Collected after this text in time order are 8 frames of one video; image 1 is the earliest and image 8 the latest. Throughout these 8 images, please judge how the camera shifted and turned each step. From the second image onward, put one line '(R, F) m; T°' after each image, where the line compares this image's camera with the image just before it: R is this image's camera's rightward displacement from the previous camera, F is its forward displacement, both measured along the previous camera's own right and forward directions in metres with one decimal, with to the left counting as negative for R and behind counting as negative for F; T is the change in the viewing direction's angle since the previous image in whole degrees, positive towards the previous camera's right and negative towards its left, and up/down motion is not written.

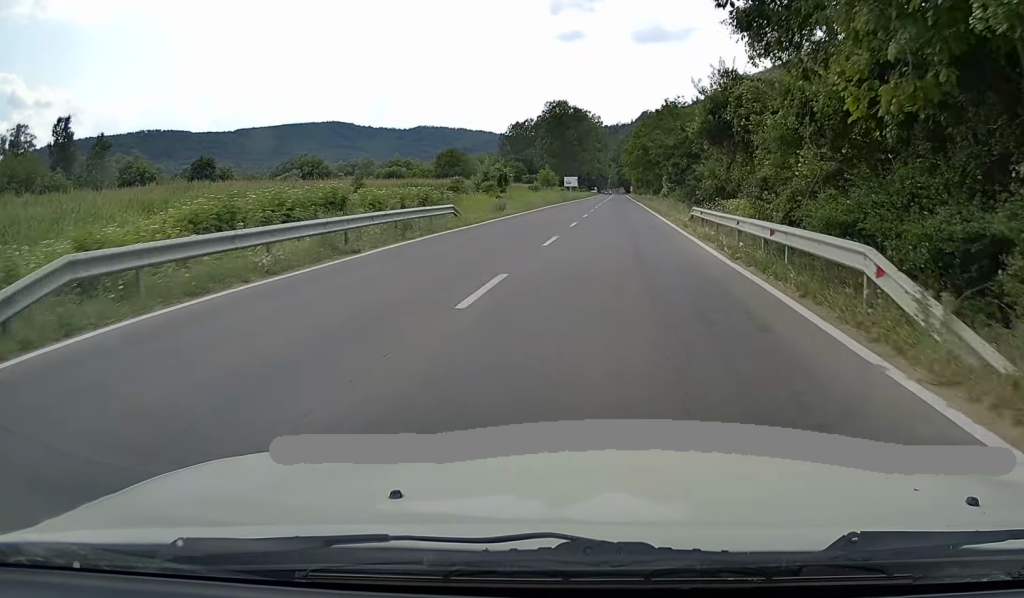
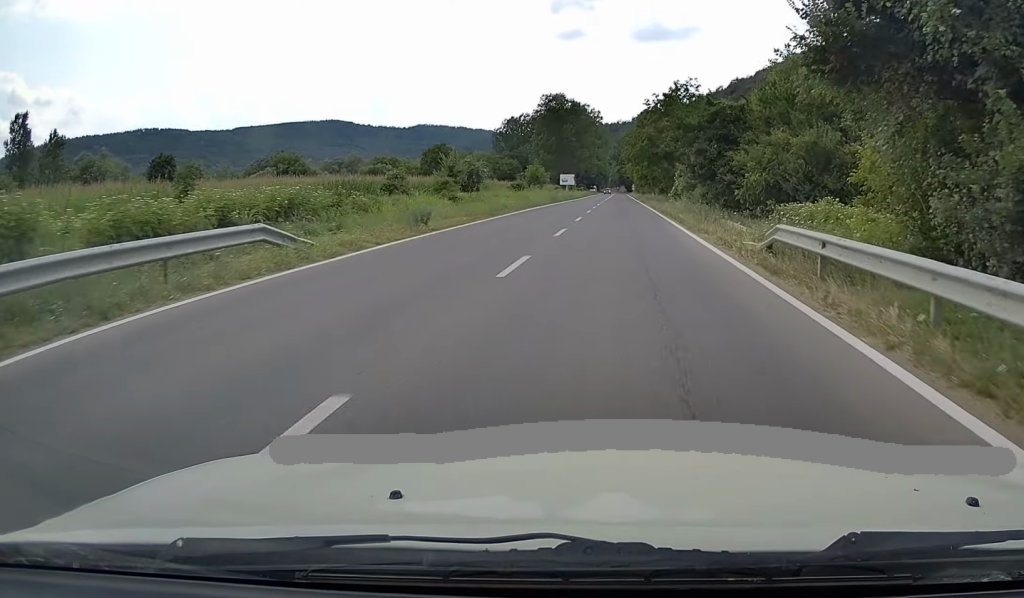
(-0.1, +15.4) m; 0°
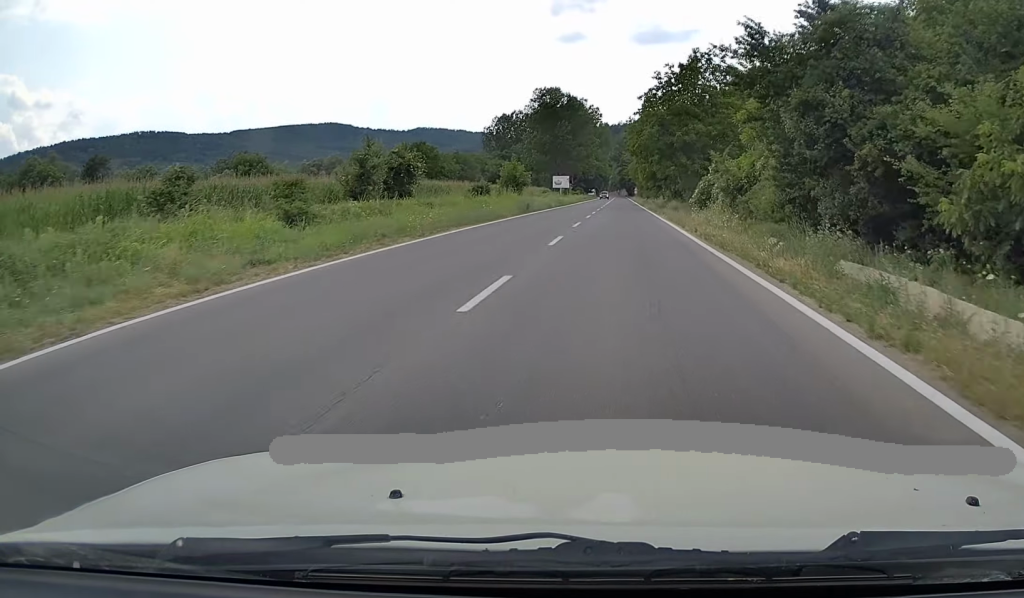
(0.0, +20.5) m; 0°
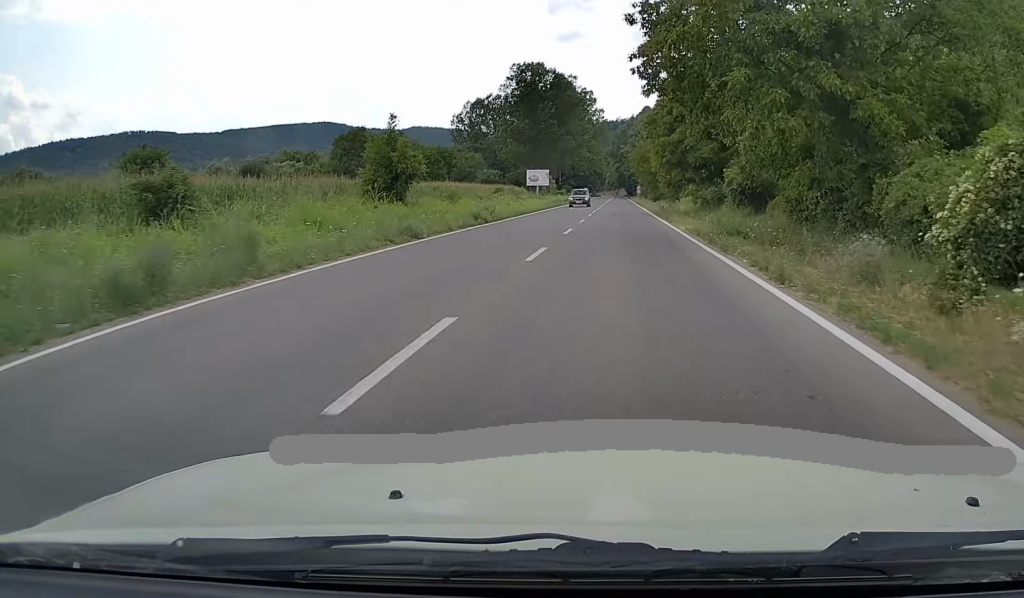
(-0.4, +39.6) m; 0°
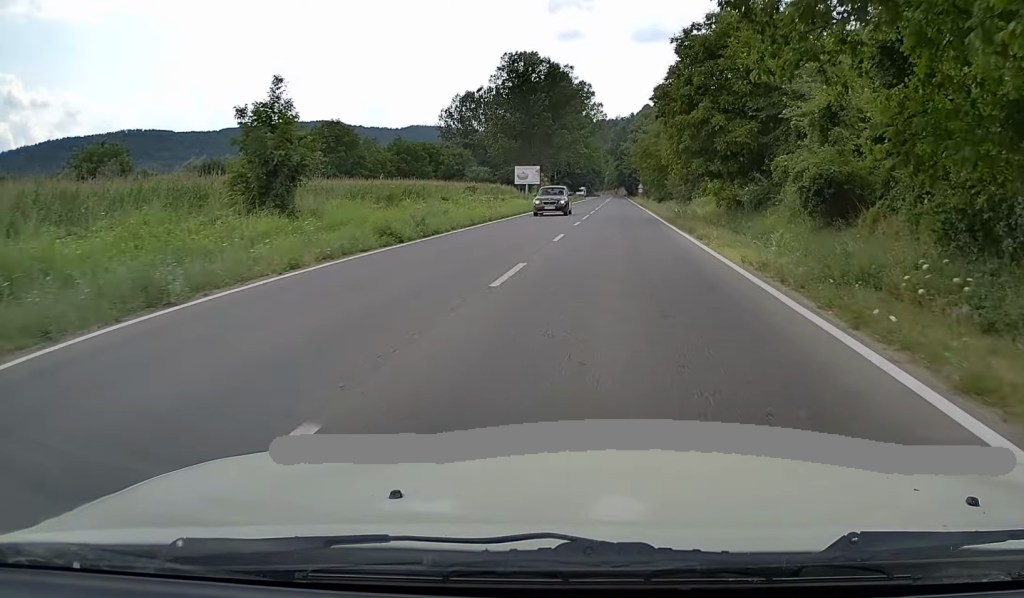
(+0.2, +12.4) m; +1°
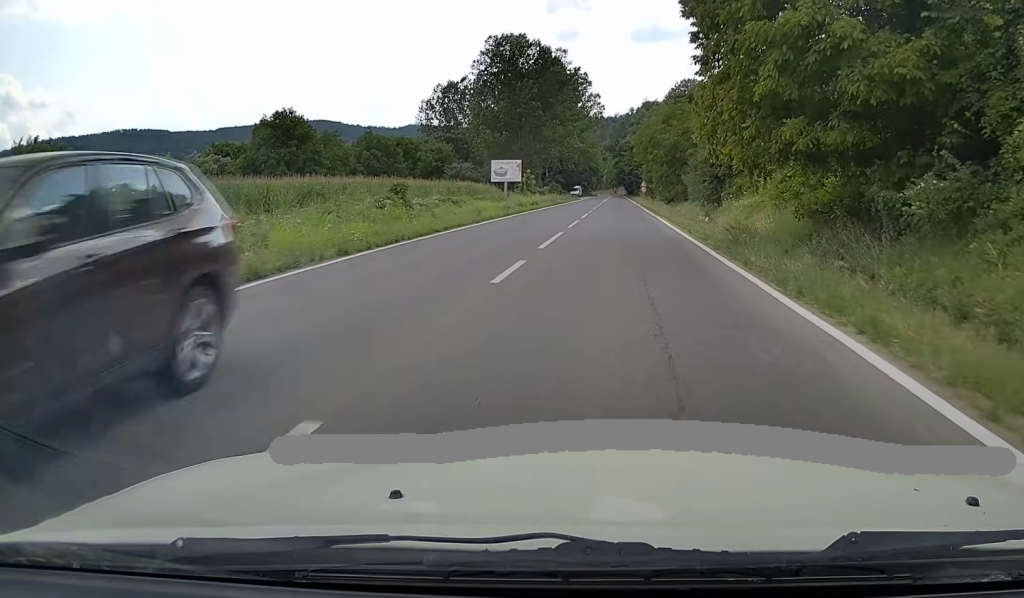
(+0.1, +17.7) m; 0°
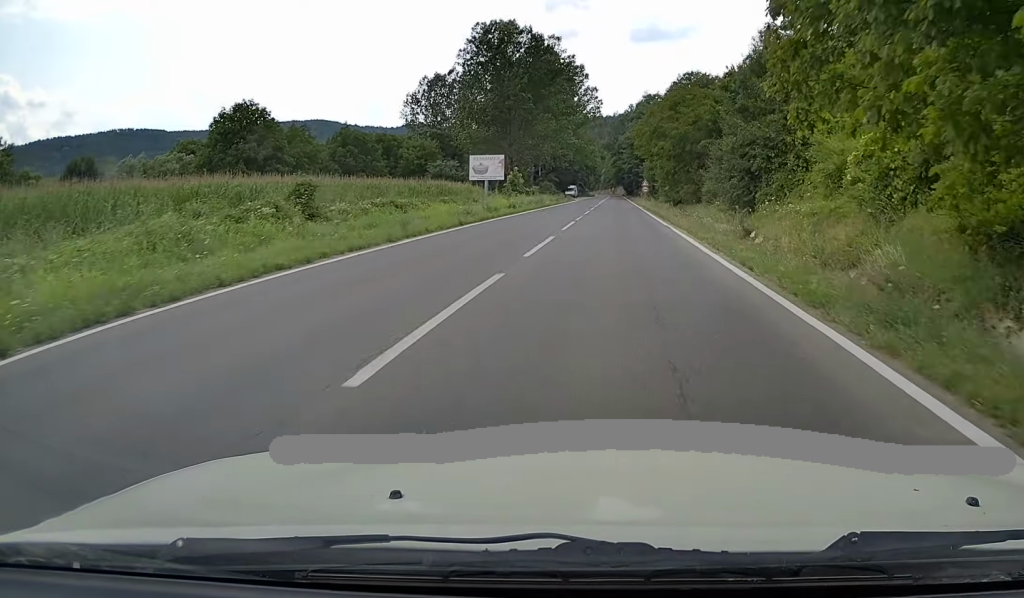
(+0.1, +11.1) m; 0°
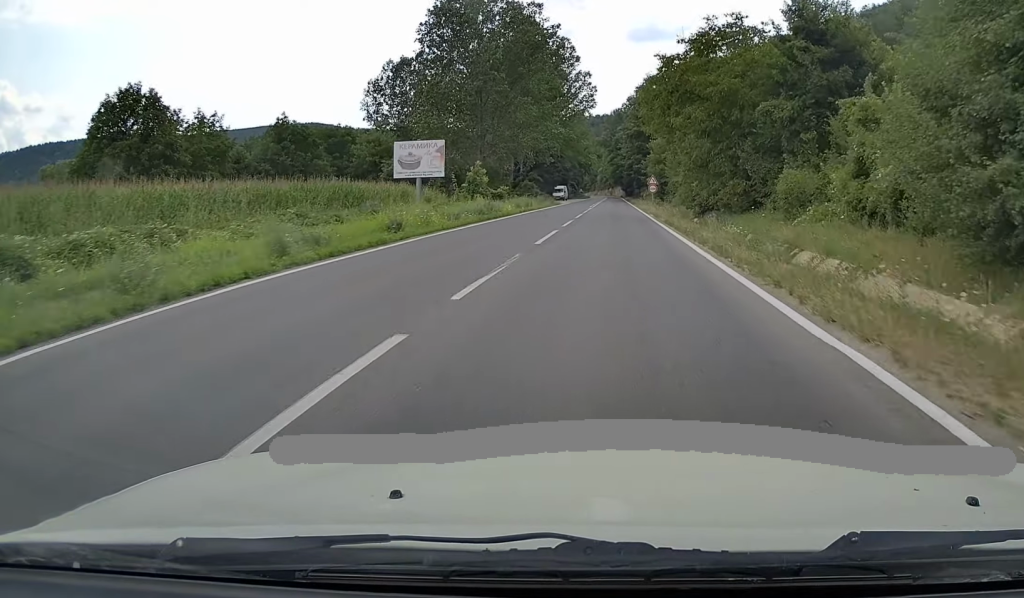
(-0.3, +23.3) m; 0°
